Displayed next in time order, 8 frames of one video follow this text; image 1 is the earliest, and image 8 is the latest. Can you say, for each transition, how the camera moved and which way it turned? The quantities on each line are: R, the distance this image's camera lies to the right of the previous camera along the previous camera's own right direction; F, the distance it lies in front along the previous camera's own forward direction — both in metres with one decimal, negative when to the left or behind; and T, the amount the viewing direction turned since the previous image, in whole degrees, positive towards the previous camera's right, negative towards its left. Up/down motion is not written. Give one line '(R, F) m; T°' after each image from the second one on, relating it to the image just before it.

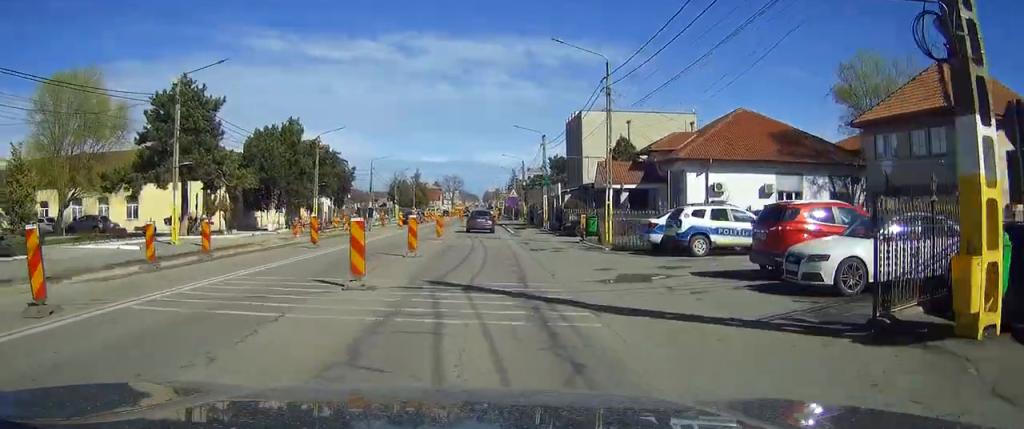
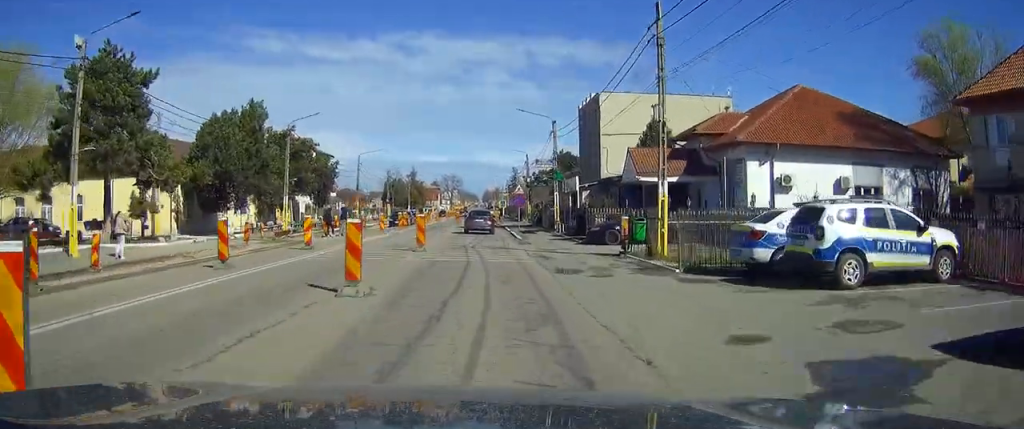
(0.0, +9.9) m; 0°
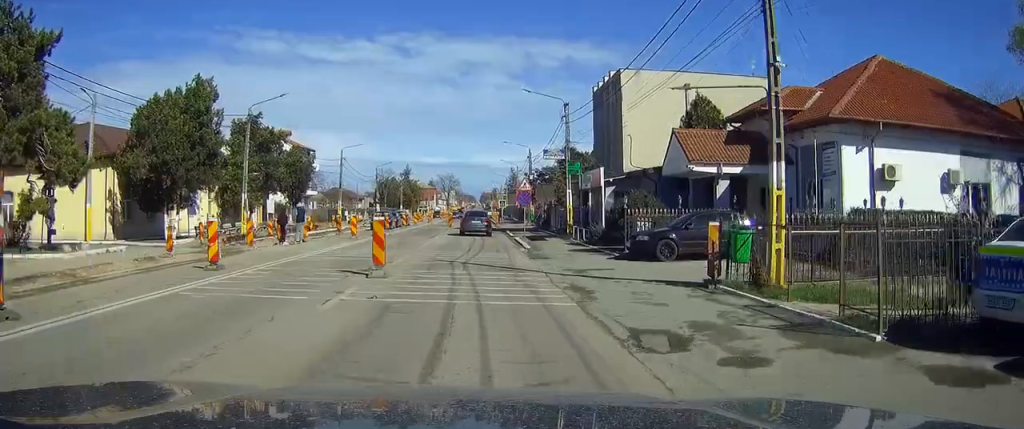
(0.0, +9.3) m; 0°
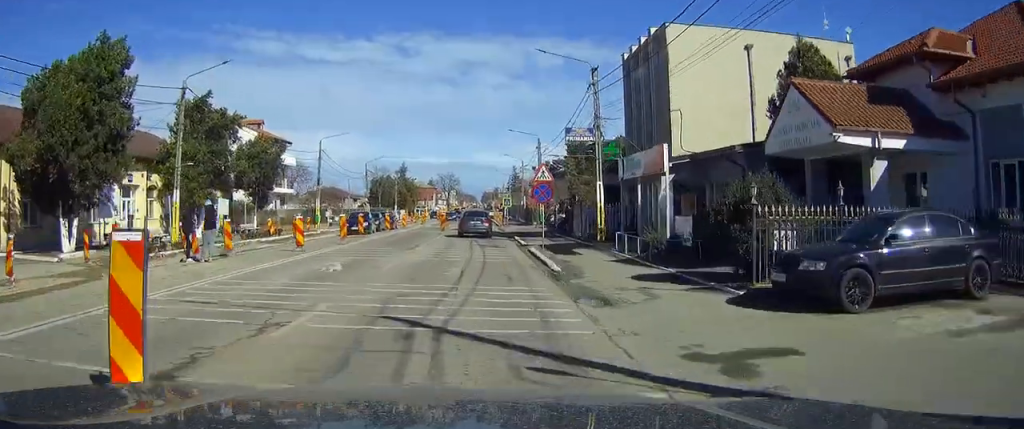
(0.0, +11.1) m; 0°
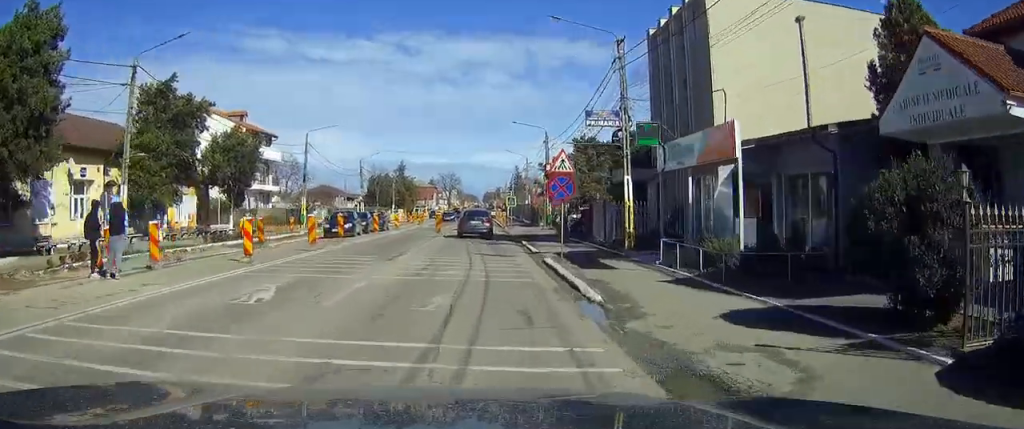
(0.0, +6.0) m; 0°
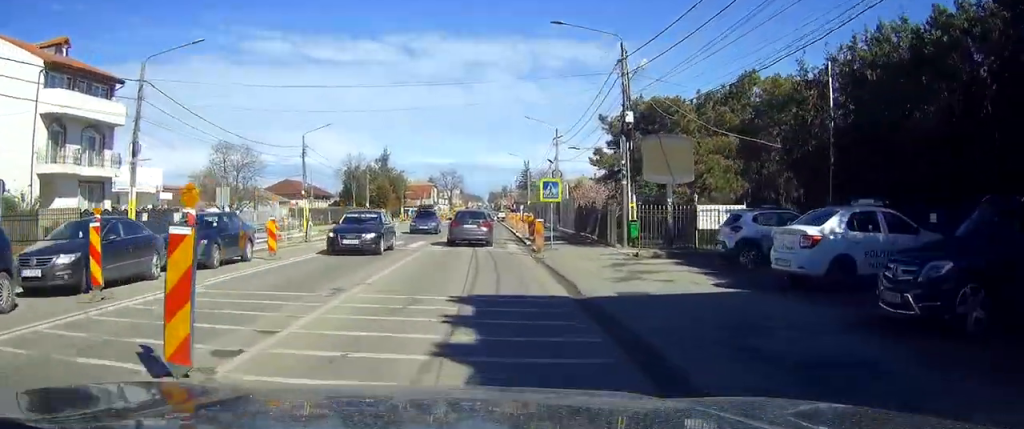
(-0.4, +32.6) m; -1°
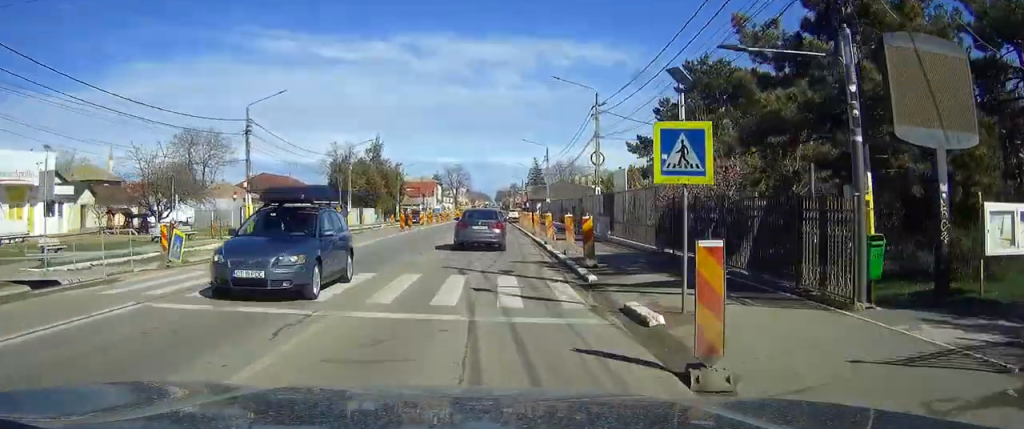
(0.0, +17.3) m; 0°
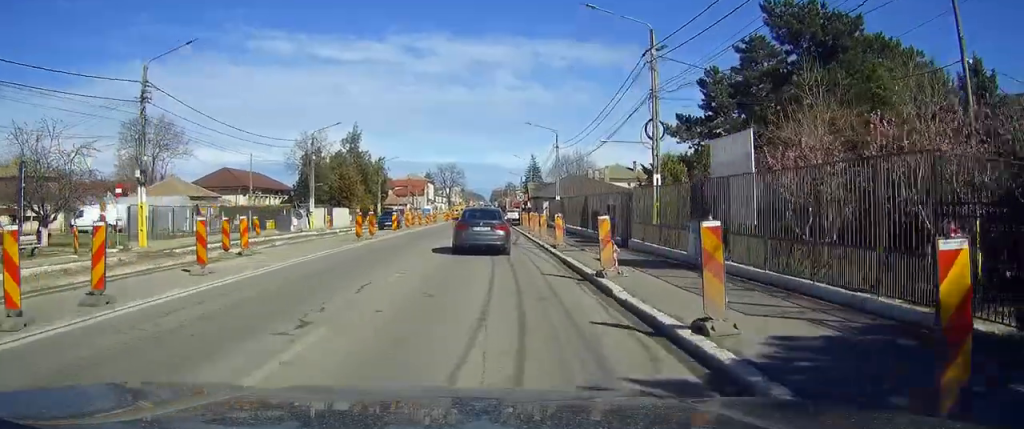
(+0.1, +14.8) m; +1°
